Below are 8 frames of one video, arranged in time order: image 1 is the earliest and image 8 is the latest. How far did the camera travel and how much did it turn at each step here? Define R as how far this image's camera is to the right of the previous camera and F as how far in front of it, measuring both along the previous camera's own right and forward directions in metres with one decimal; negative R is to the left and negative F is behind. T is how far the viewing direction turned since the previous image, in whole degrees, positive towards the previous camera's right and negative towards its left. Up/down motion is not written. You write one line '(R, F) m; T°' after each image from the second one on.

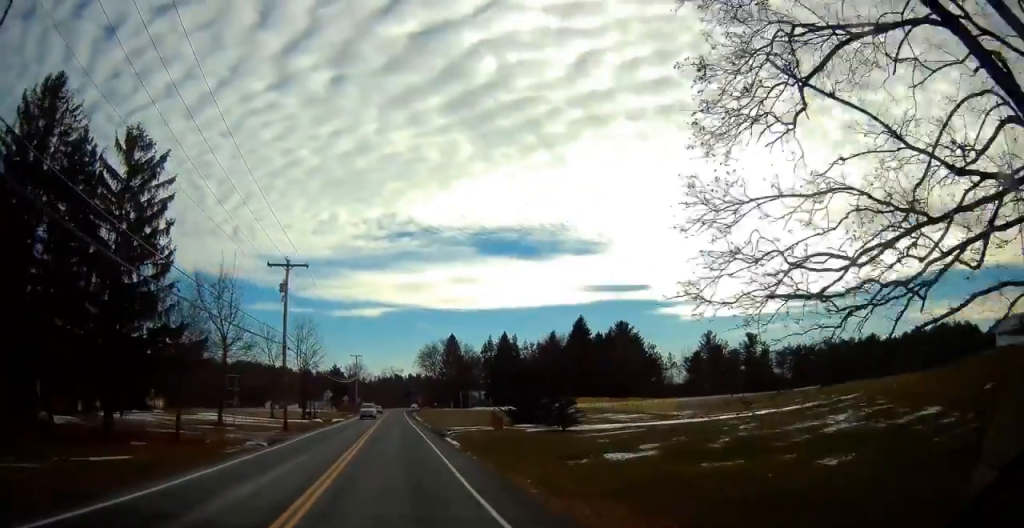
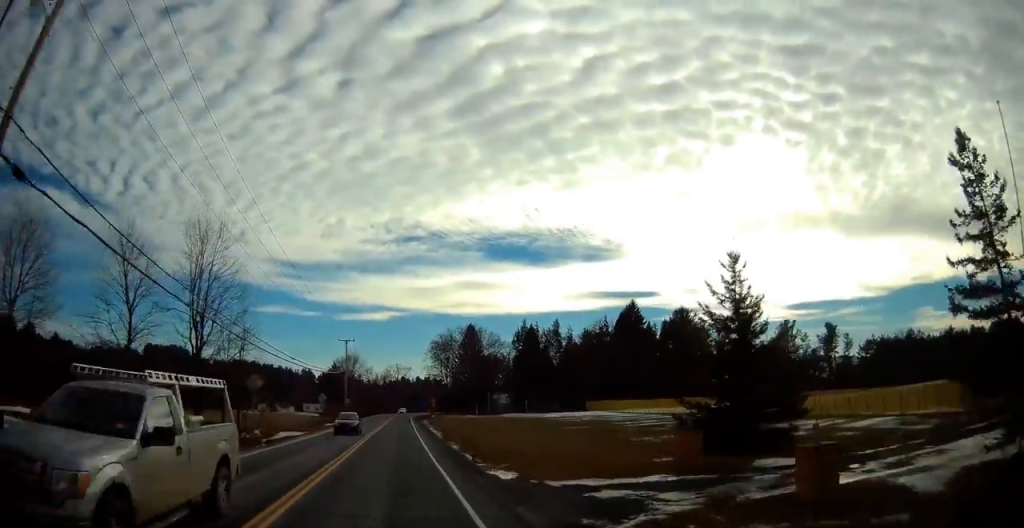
(-0.2, +32.4) m; -1°
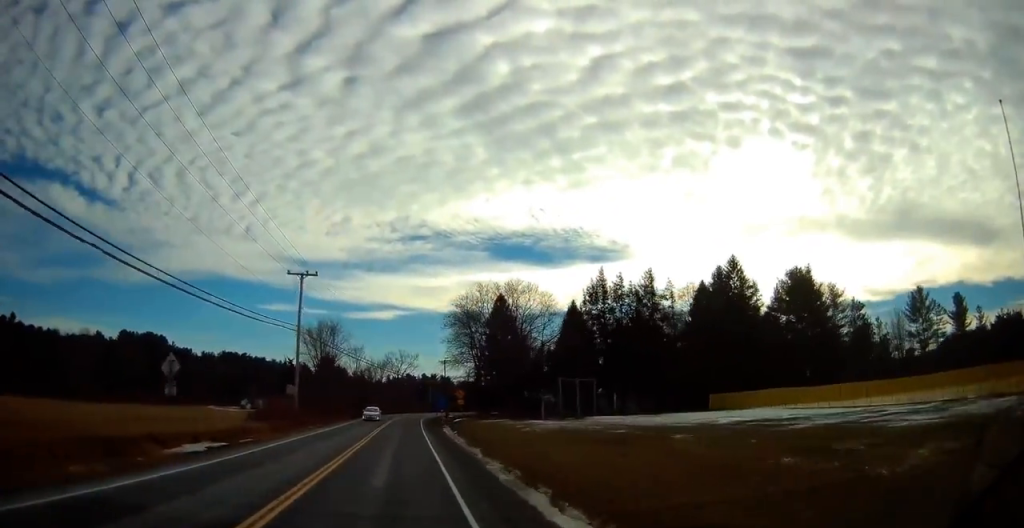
(-0.4, +41.0) m; -1°
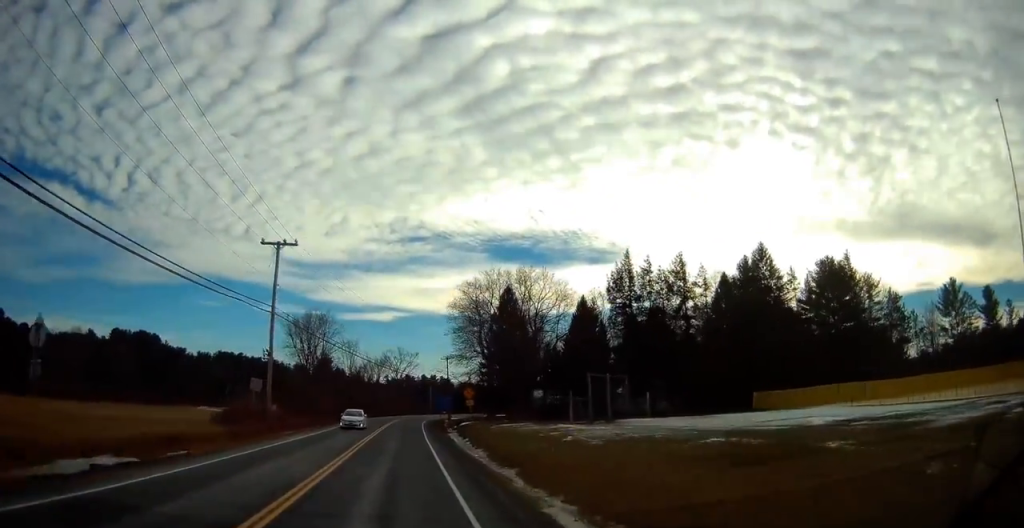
(+0.1, +8.6) m; 0°
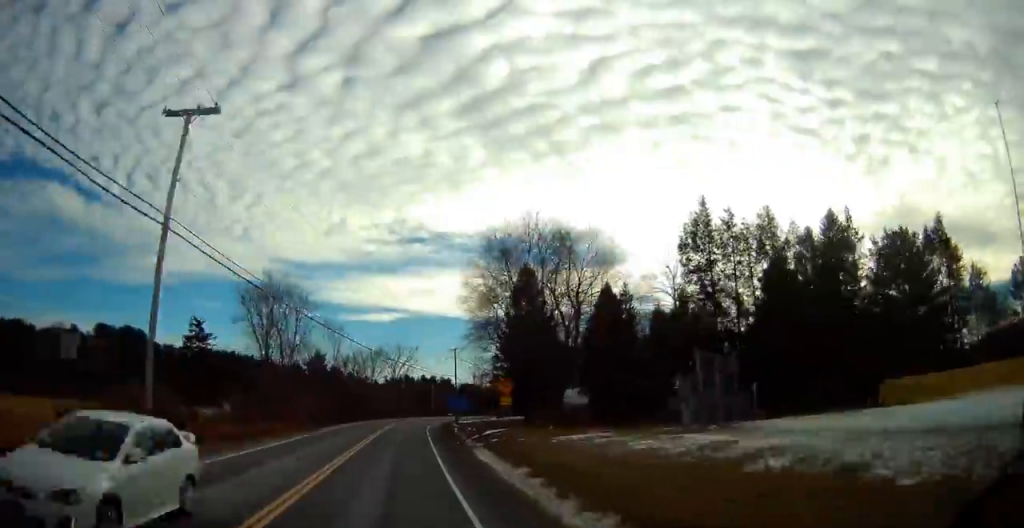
(-0.2, +17.2) m; 0°
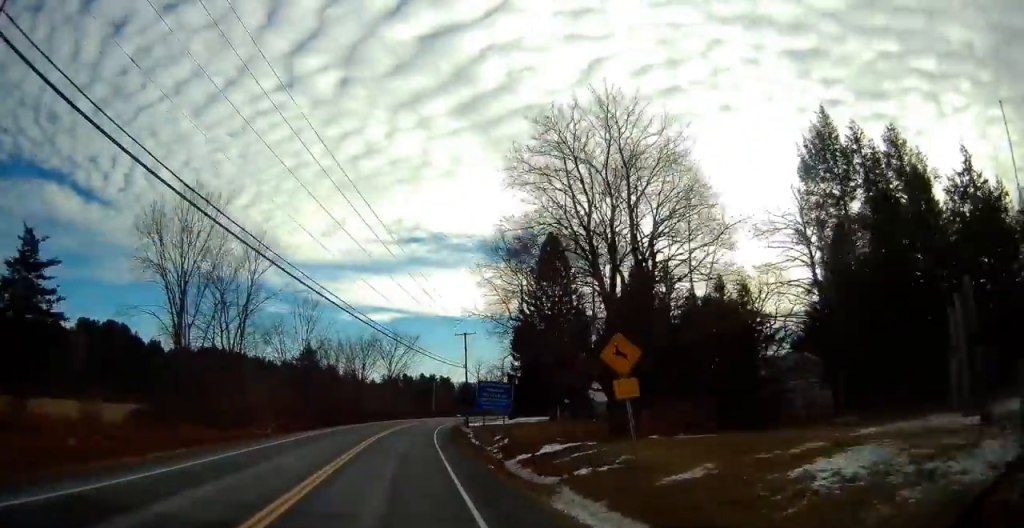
(+0.1, +16.5) m; +1°
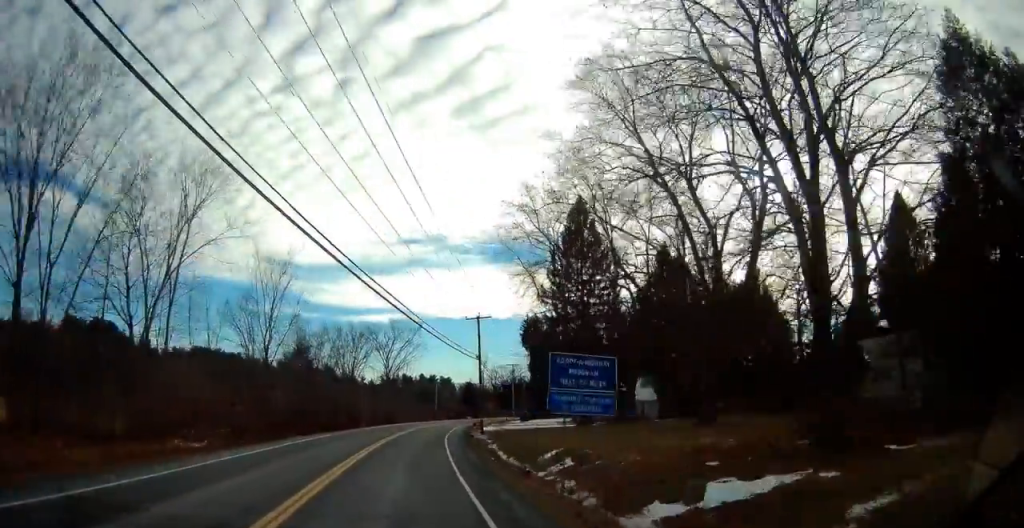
(+0.1, +12.6) m; +1°
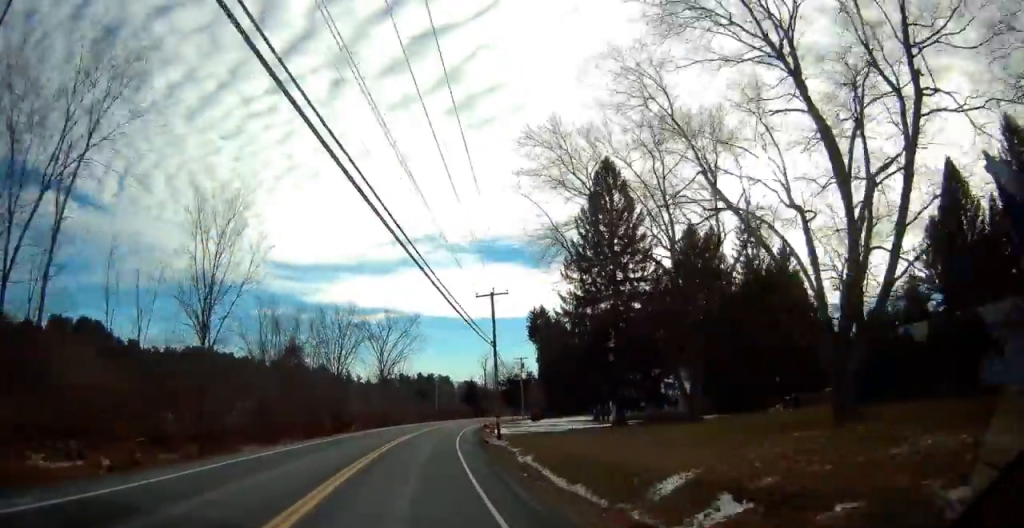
(-0.1, +10.6) m; +1°
